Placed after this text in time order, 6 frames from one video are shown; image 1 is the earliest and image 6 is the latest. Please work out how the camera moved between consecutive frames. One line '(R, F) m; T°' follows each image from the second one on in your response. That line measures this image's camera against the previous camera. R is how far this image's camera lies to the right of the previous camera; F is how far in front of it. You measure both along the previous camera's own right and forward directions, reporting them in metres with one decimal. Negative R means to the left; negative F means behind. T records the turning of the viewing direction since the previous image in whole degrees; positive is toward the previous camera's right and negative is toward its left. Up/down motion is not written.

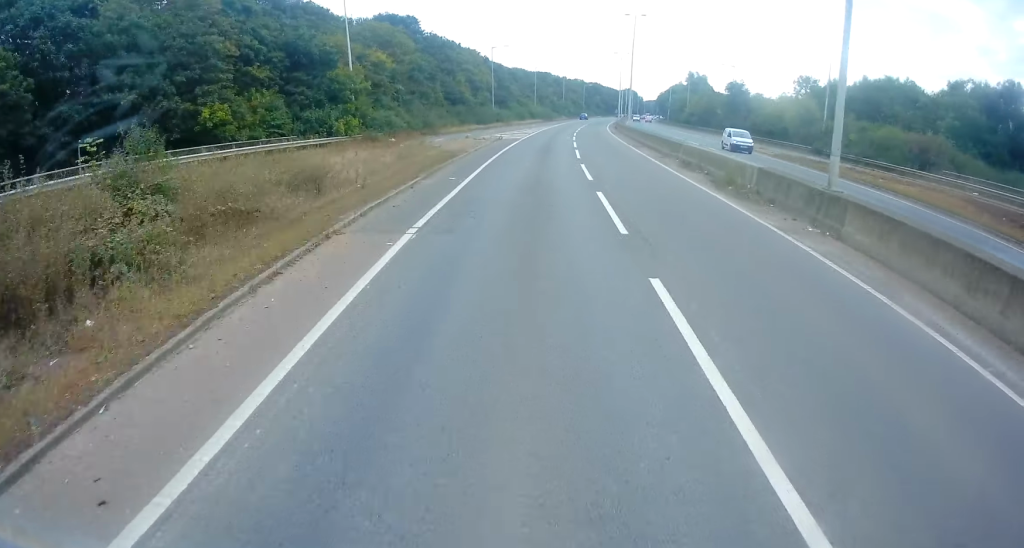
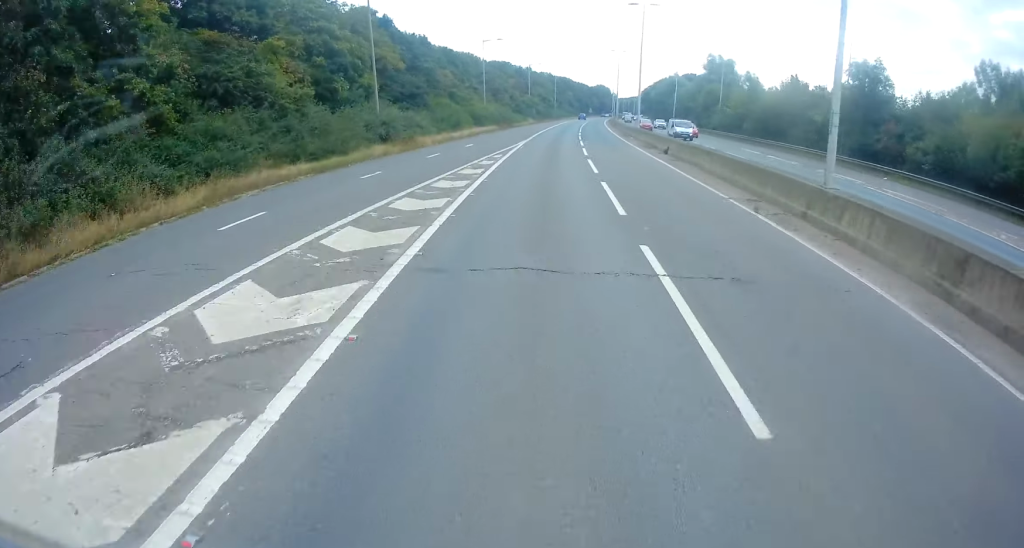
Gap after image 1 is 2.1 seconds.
(+2.0, +52.0) m; +3°
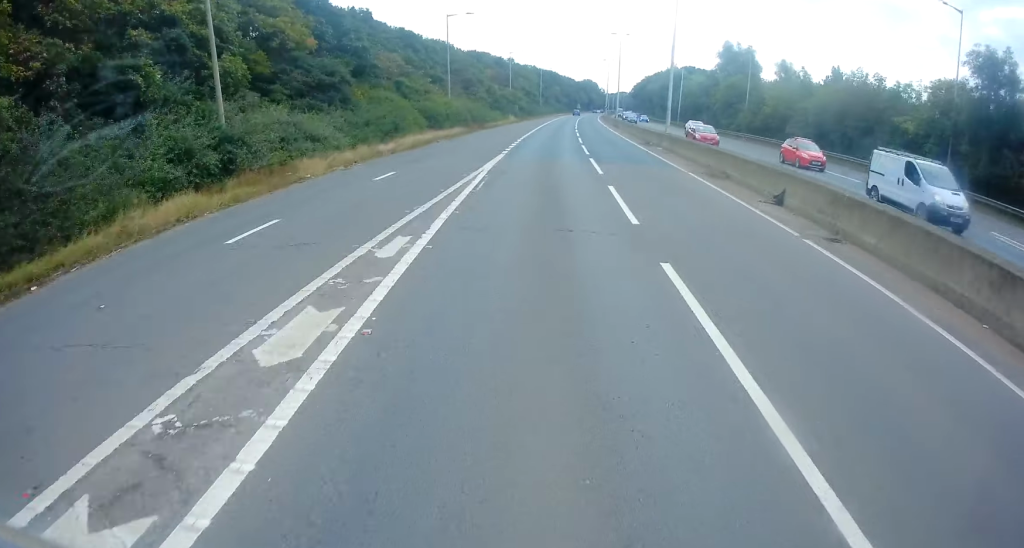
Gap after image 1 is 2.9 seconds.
(-0.1, +19.5) m; +1°
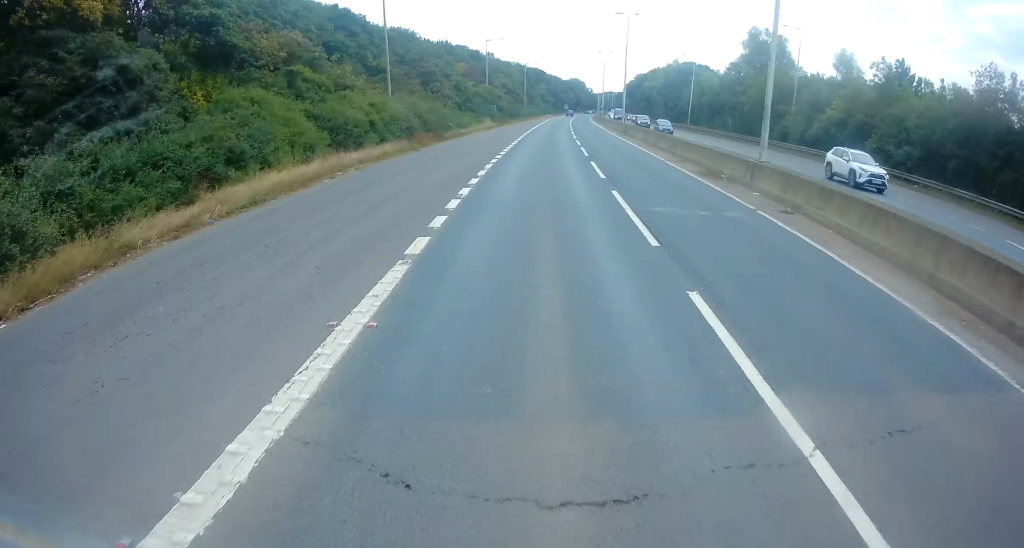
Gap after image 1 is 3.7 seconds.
(0.0, +19.4) m; +1°
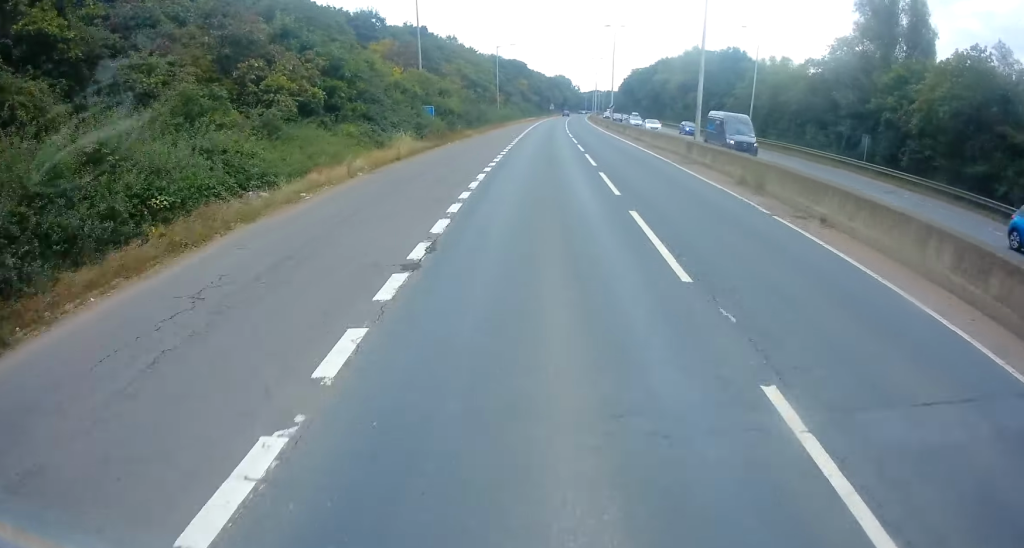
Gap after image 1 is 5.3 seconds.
(+1.1, +37.0) m; +2°
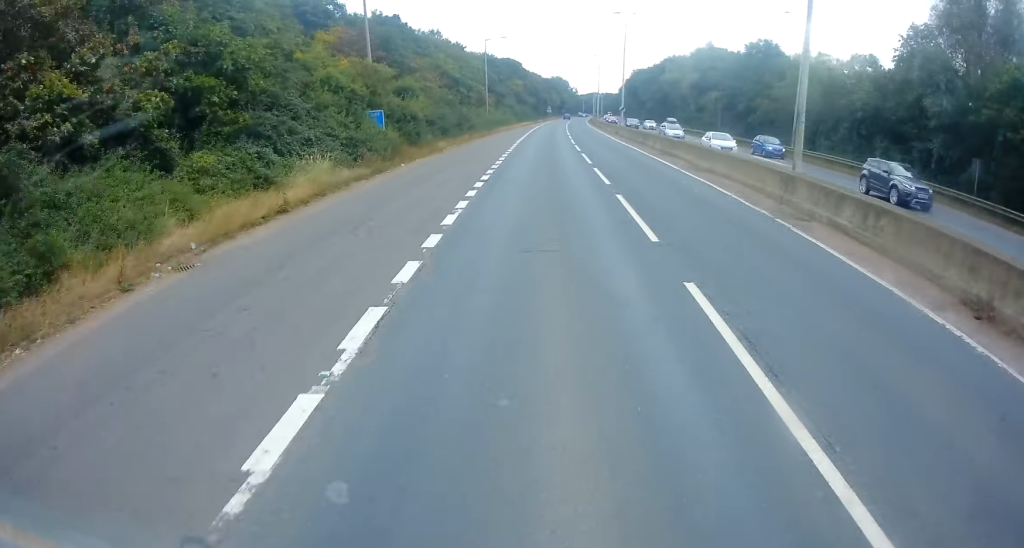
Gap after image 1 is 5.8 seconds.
(0.0, +12.9) m; 0°
